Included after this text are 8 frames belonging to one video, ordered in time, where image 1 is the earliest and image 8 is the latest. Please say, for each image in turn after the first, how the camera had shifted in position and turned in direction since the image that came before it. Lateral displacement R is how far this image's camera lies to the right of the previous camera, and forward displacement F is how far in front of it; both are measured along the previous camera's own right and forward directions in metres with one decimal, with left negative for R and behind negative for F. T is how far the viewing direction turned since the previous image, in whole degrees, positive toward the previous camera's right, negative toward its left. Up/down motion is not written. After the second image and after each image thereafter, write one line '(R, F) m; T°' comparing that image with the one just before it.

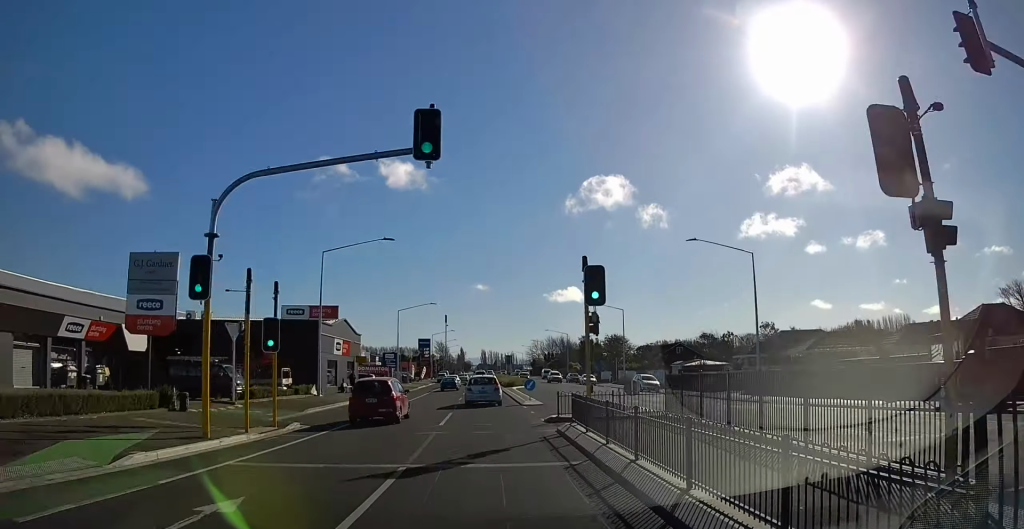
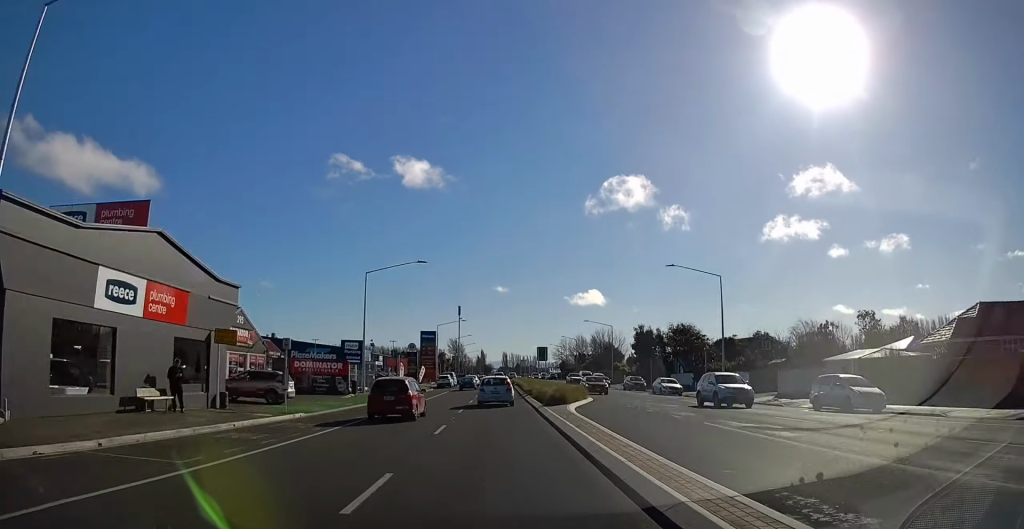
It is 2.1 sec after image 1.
(-0.5, +32.9) m; -1°
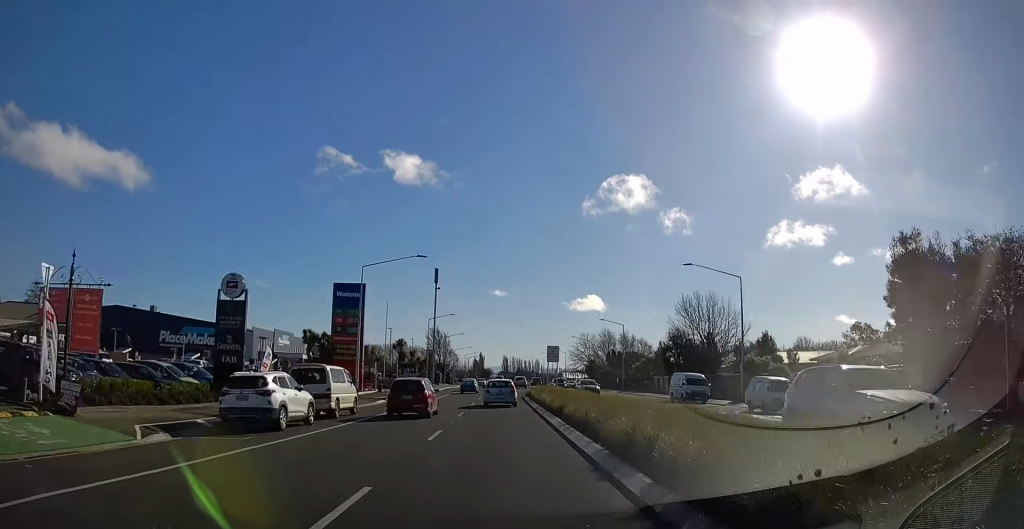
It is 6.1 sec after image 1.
(0.0, +62.3) m; 0°
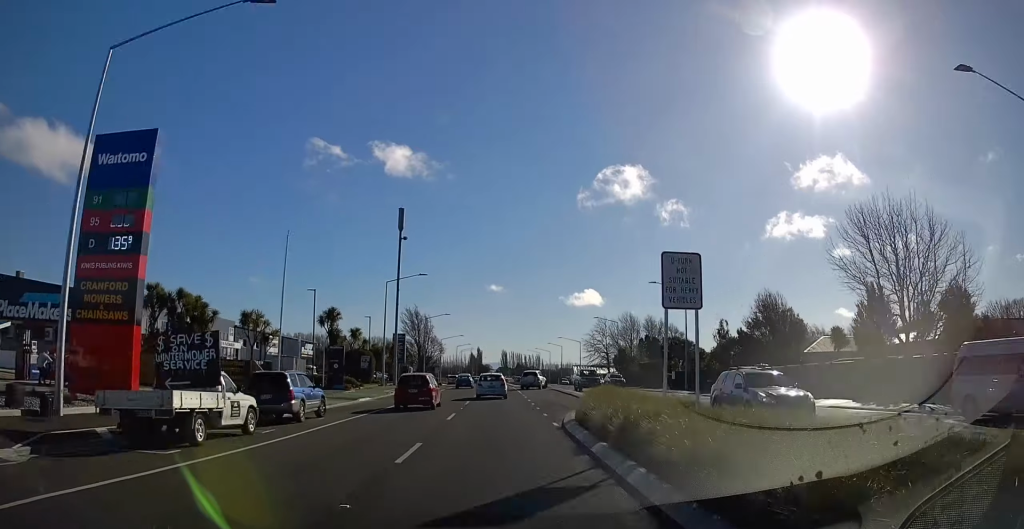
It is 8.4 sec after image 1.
(-0.1, +35.5) m; 0°
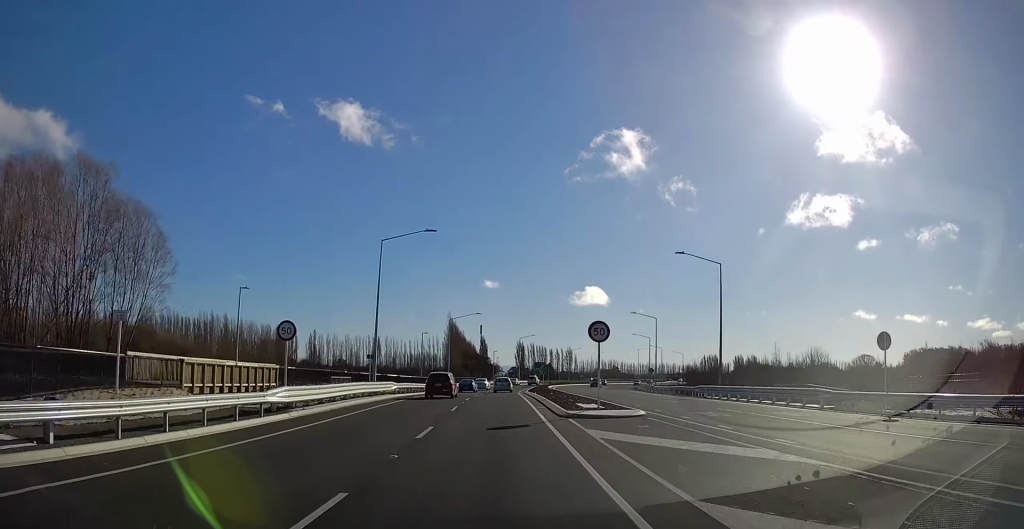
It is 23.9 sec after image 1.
(-2.4, +243.7) m; 0°
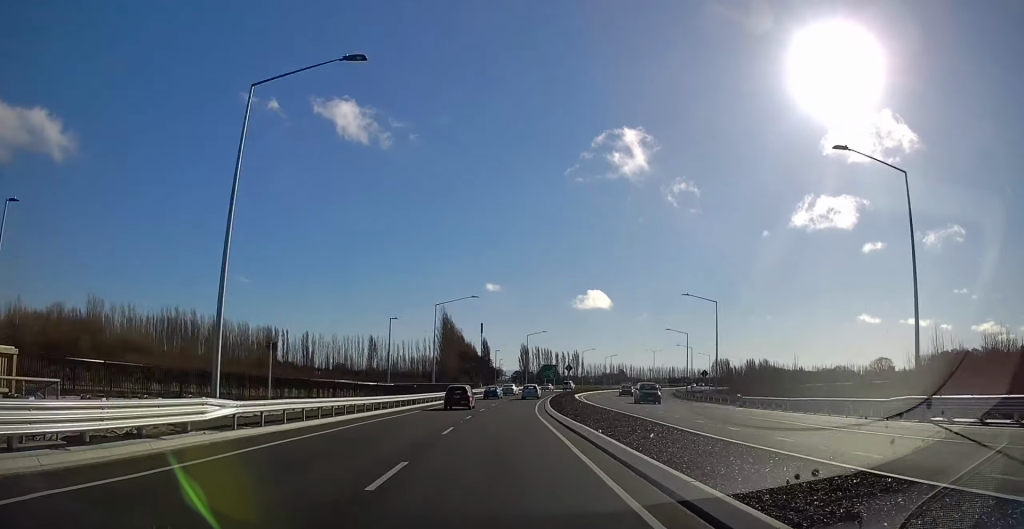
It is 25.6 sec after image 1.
(-0.3, +27.2) m; +1°
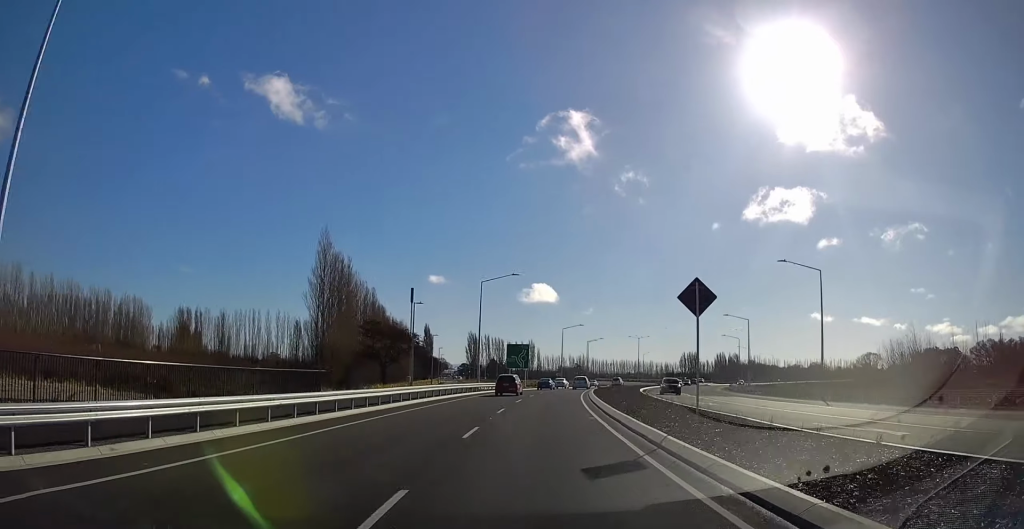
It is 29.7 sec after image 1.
(+1.6, +64.3) m; +6°
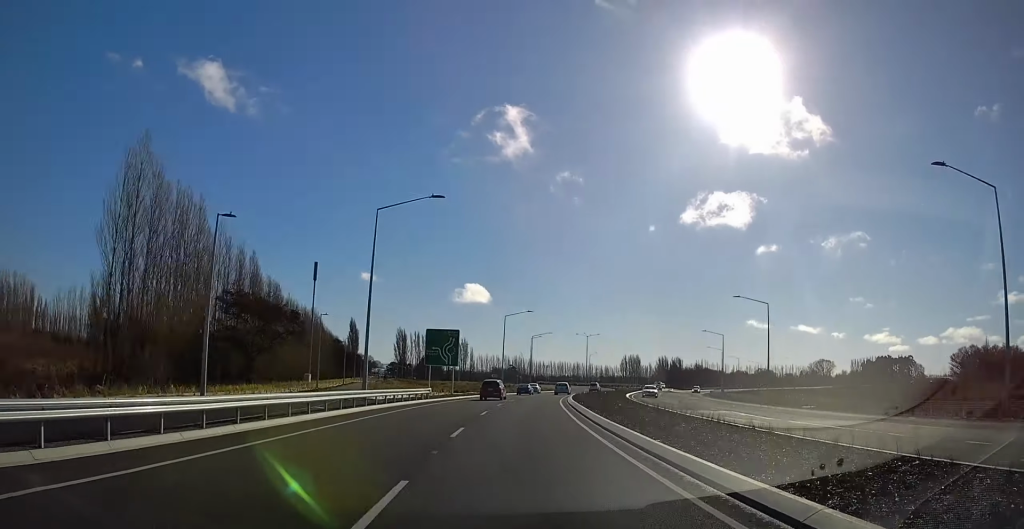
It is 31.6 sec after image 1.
(+0.9, +28.5) m; +4°
